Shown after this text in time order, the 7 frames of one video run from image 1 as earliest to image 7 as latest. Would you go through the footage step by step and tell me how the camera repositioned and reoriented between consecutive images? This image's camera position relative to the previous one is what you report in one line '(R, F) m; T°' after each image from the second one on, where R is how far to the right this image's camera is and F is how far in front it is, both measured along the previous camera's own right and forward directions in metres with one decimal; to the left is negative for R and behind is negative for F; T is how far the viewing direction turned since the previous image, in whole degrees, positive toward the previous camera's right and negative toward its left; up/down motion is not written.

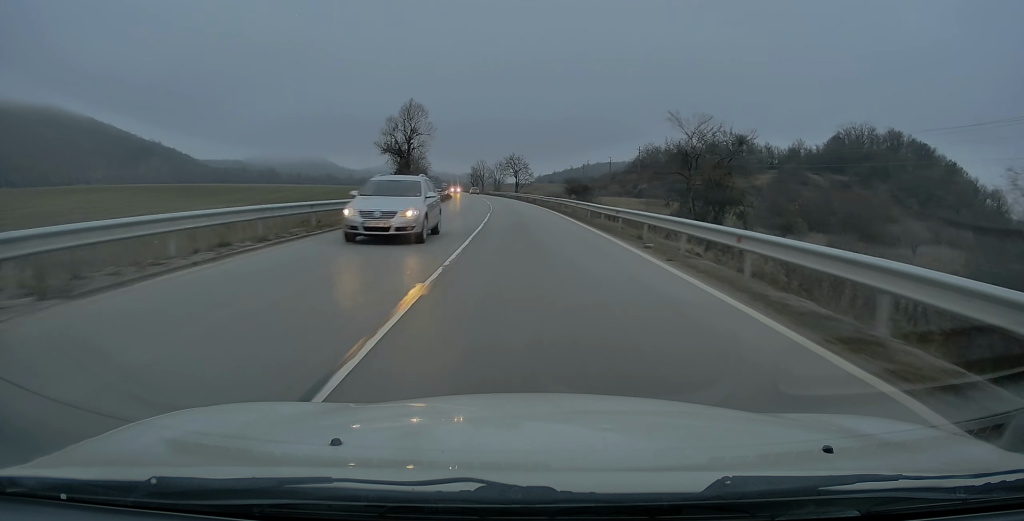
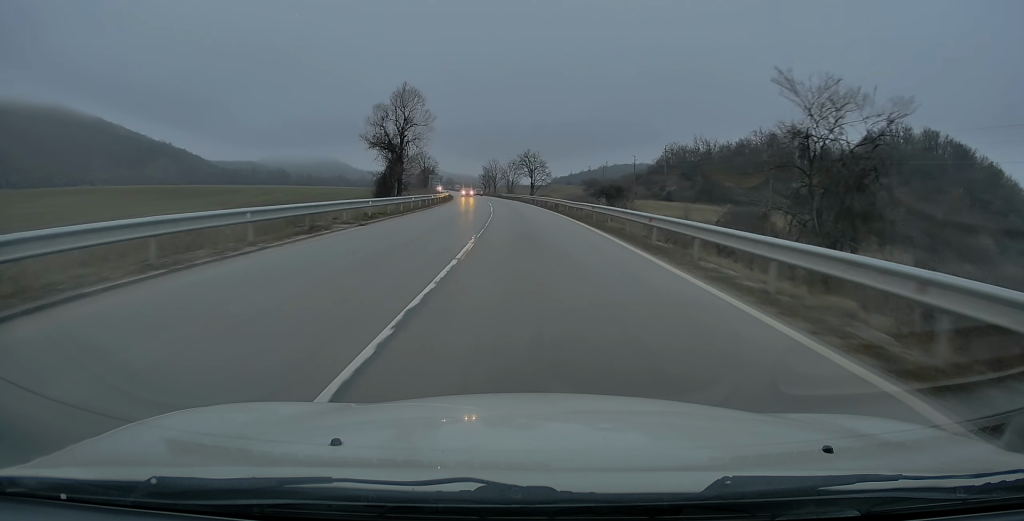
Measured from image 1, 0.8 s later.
(-0.2, +16.9) m; -1°
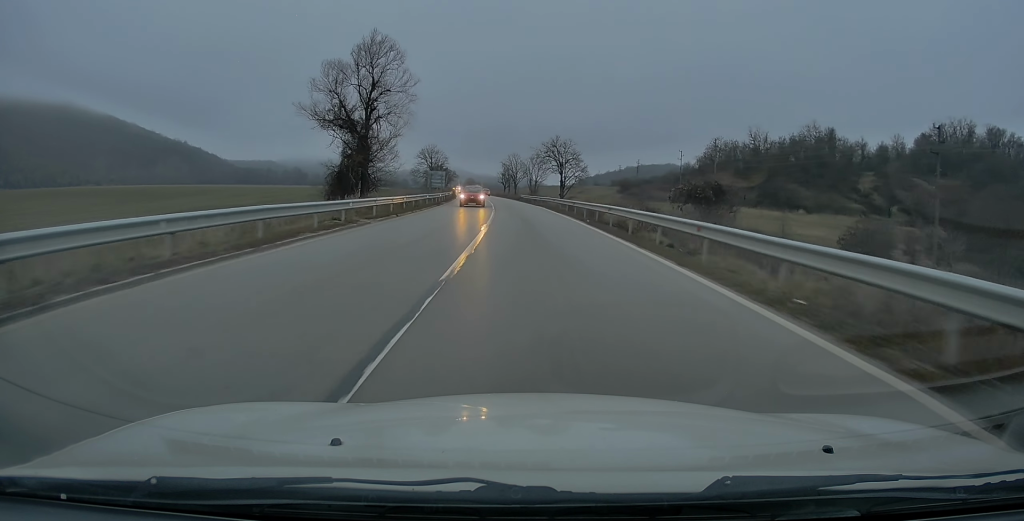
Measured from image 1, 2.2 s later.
(-0.5, +27.9) m; -2°
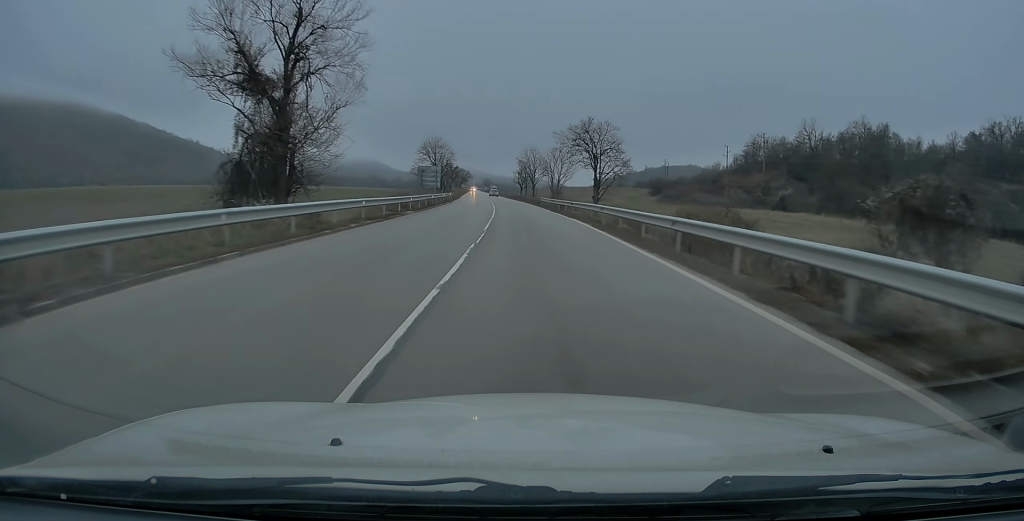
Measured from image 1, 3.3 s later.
(-0.4, +22.0) m; -2°
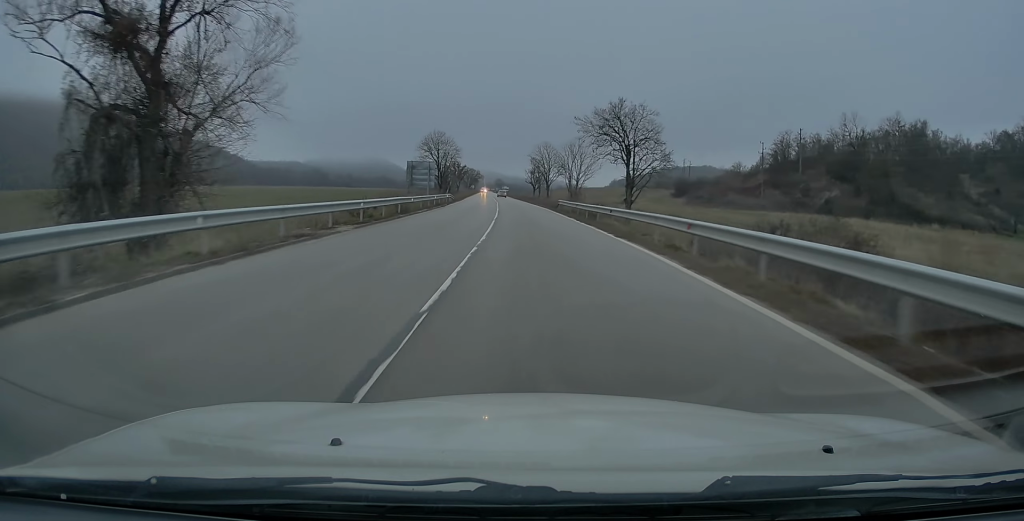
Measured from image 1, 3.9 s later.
(-0.2, +13.1) m; -1°
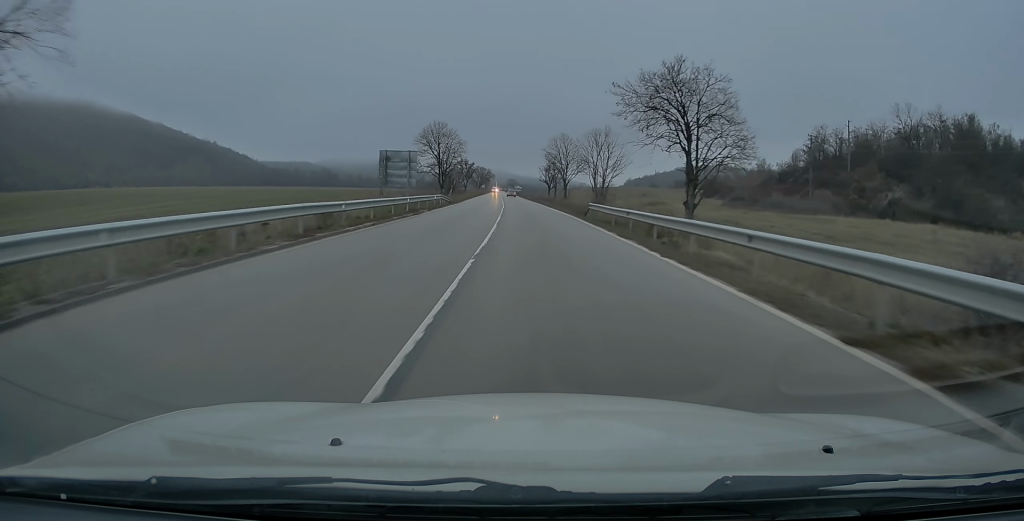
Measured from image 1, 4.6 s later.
(-0.1, +15.2) m; -1°
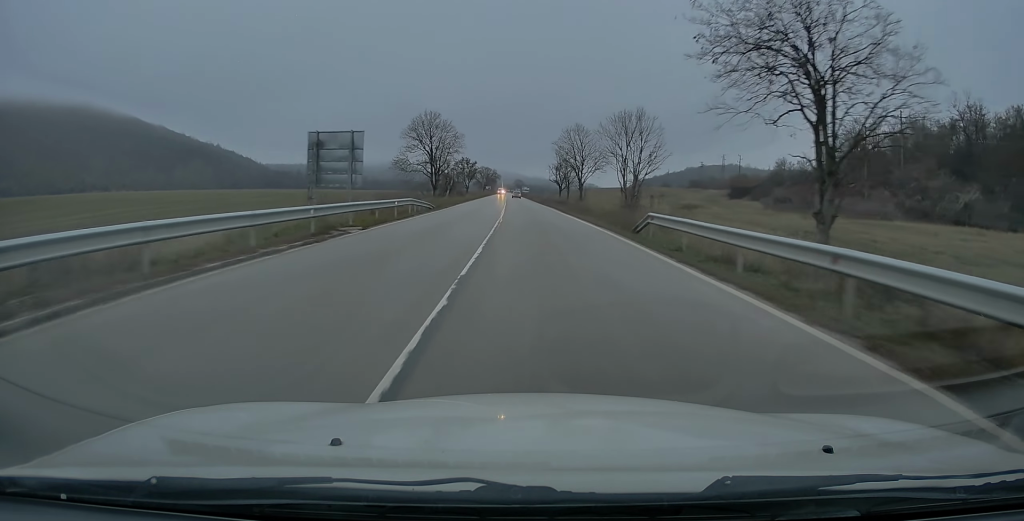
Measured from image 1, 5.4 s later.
(0.0, +15.2) m; -1°
